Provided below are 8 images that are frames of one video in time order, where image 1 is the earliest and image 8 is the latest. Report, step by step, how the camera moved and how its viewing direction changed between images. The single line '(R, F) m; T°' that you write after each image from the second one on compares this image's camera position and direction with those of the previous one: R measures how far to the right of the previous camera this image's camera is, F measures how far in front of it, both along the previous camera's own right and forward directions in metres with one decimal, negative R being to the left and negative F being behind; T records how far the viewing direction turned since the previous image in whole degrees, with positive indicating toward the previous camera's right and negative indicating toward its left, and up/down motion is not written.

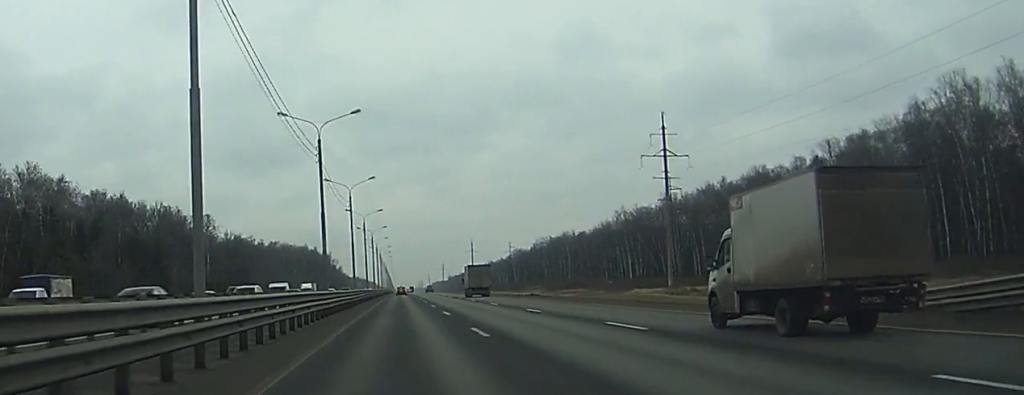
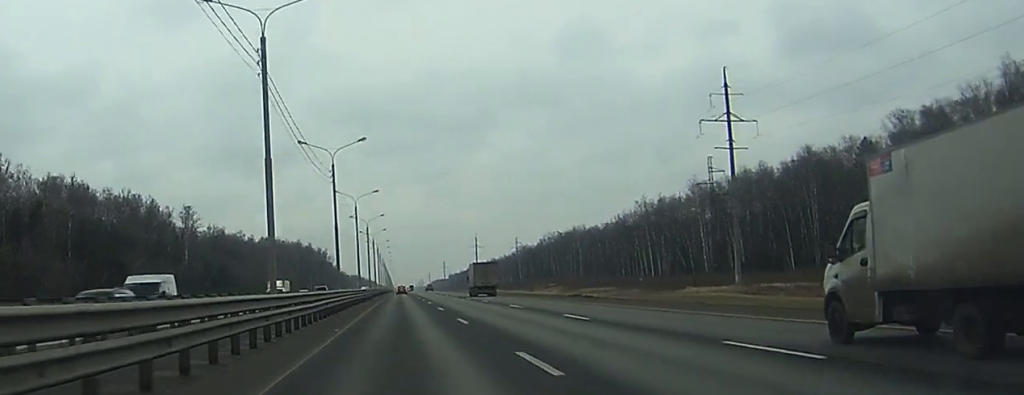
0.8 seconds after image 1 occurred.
(0.0, +25.2) m; 0°
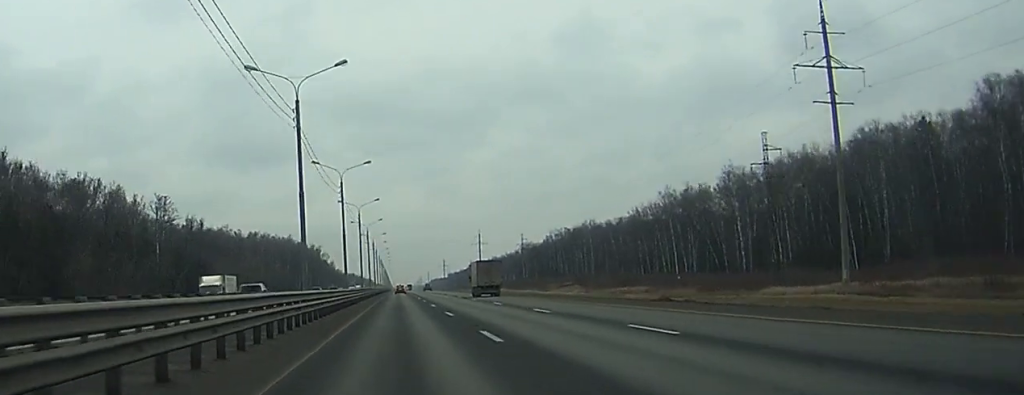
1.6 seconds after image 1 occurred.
(0.0, +25.3) m; 0°
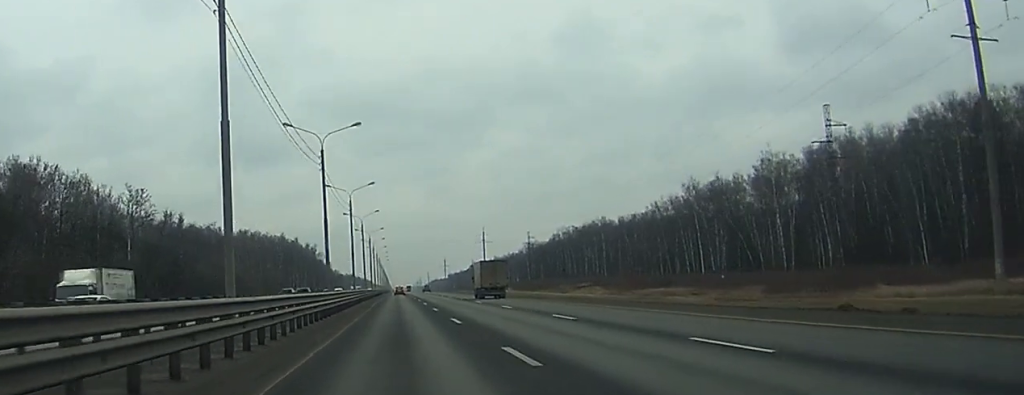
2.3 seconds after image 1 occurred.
(0.0, +21.1) m; 0°
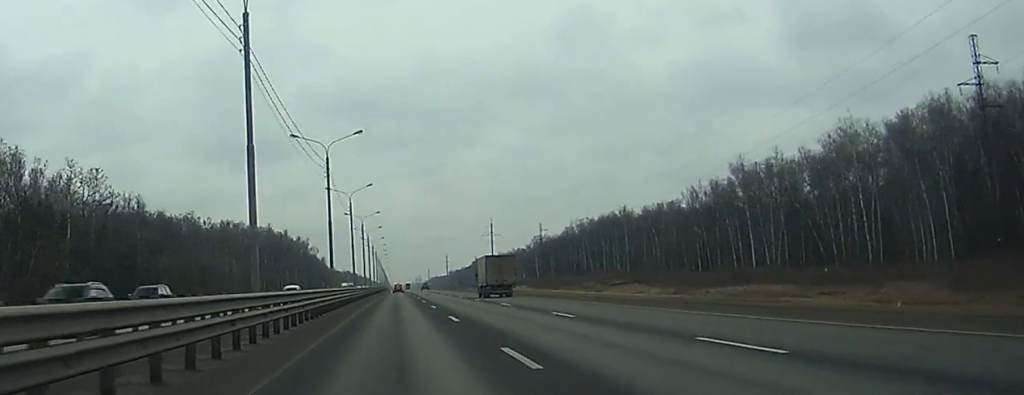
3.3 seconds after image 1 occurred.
(+0.1, +33.0) m; 0°
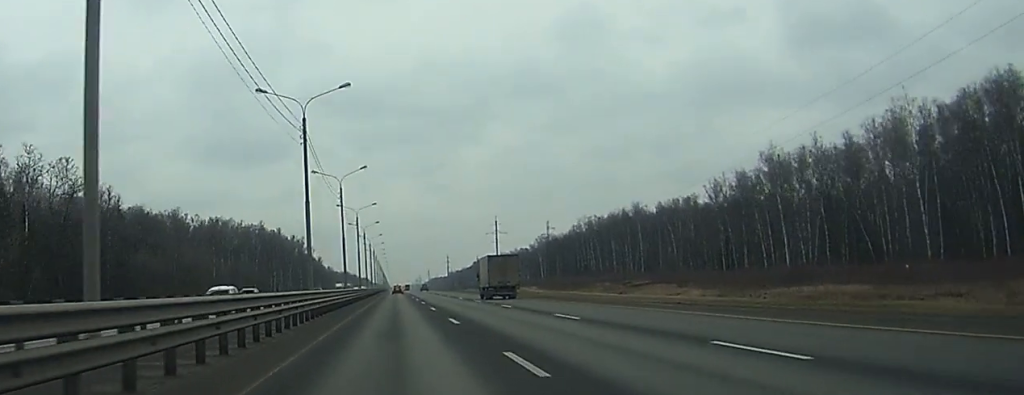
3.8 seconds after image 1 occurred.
(+0.1, +17.1) m; 0°
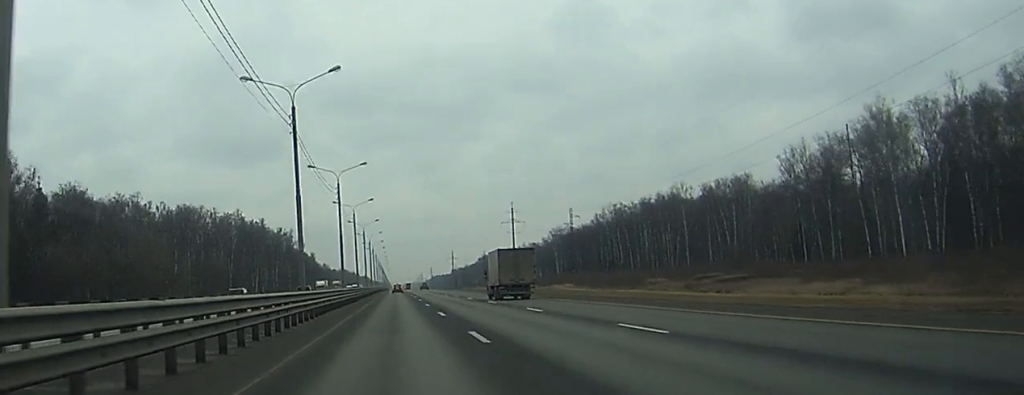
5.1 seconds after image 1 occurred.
(-0.1, +42.1) m; 0°
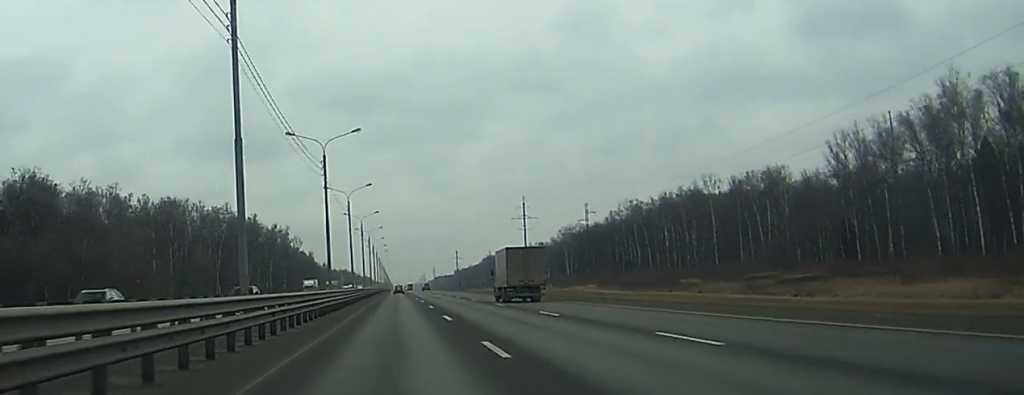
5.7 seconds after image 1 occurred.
(0.0, +19.5) m; 0°
